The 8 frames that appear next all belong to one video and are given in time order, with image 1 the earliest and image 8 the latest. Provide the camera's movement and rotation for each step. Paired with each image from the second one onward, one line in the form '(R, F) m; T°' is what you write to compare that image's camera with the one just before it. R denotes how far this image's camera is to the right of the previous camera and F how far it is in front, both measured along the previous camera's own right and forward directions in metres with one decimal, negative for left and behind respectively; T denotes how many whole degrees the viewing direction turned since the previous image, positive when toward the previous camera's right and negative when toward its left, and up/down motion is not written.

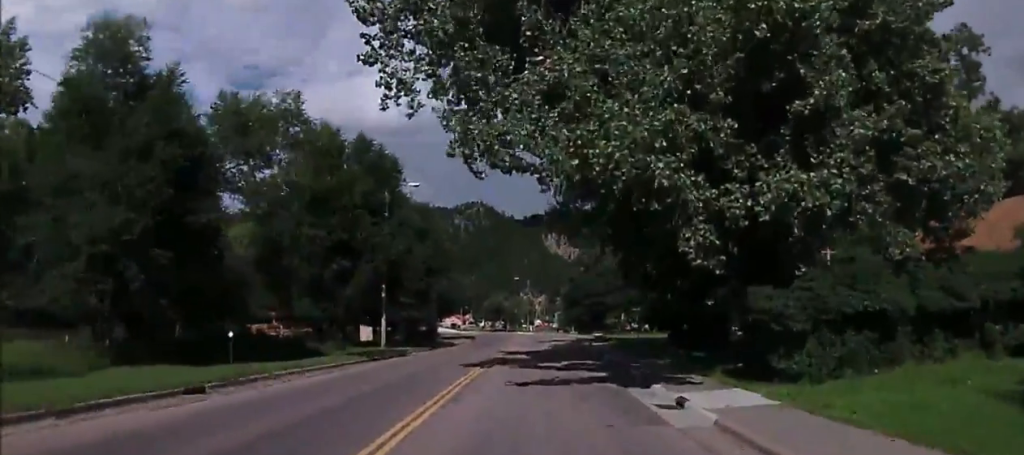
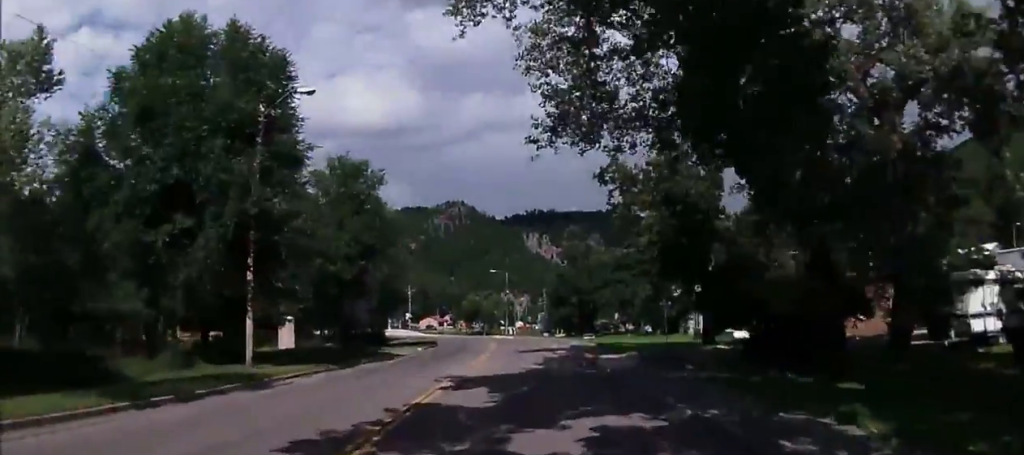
(+0.1, +17.2) m; +1°
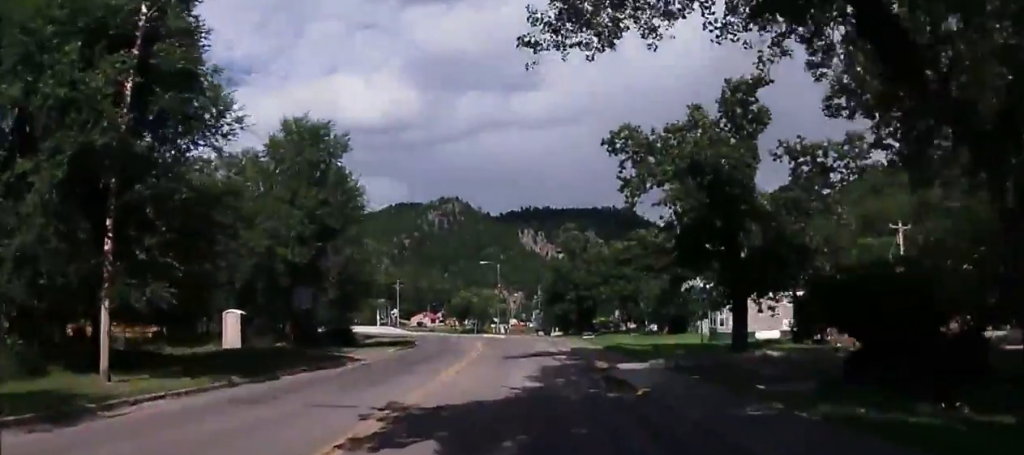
(+0.1, +8.1) m; 0°
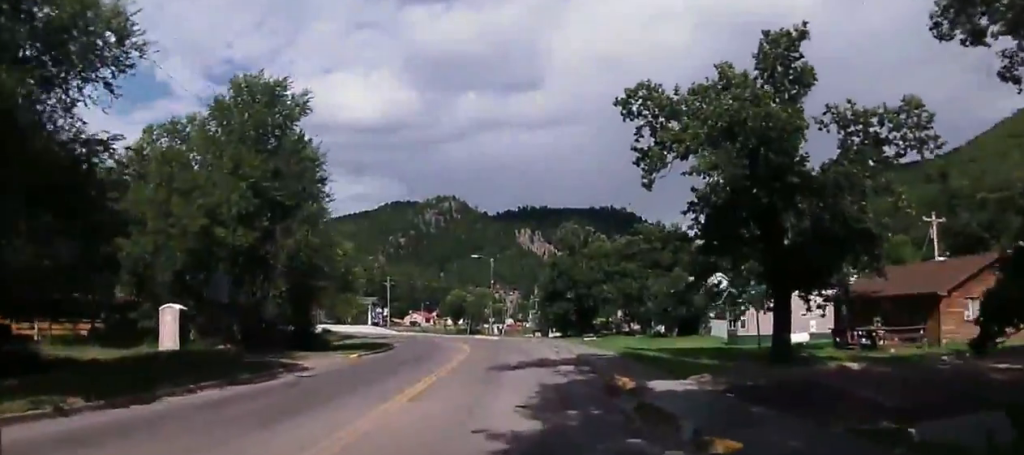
(-0.1, +6.8) m; +1°
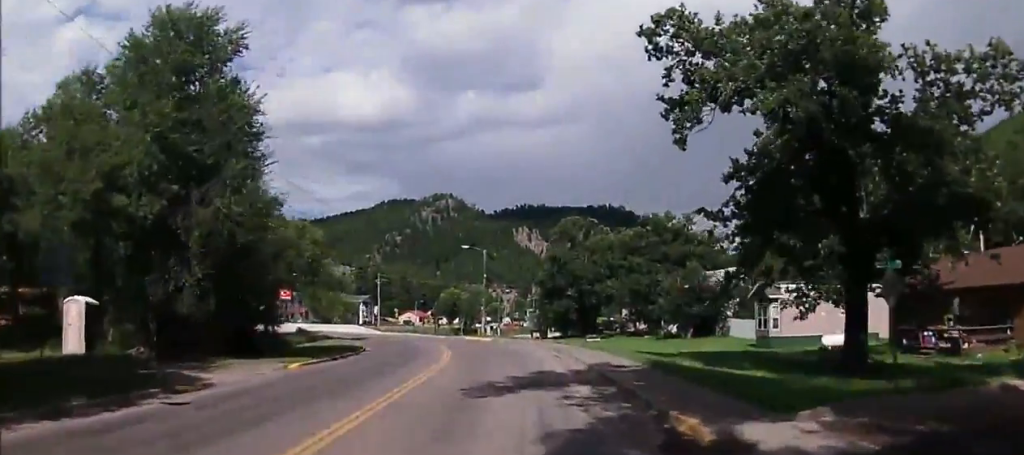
(0.0, +7.5) m; +1°
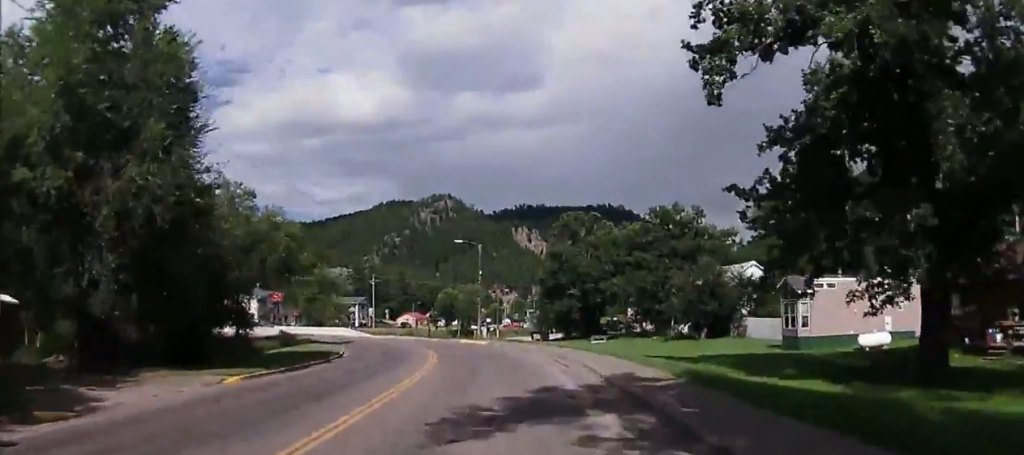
(+0.2, +4.9) m; 0°
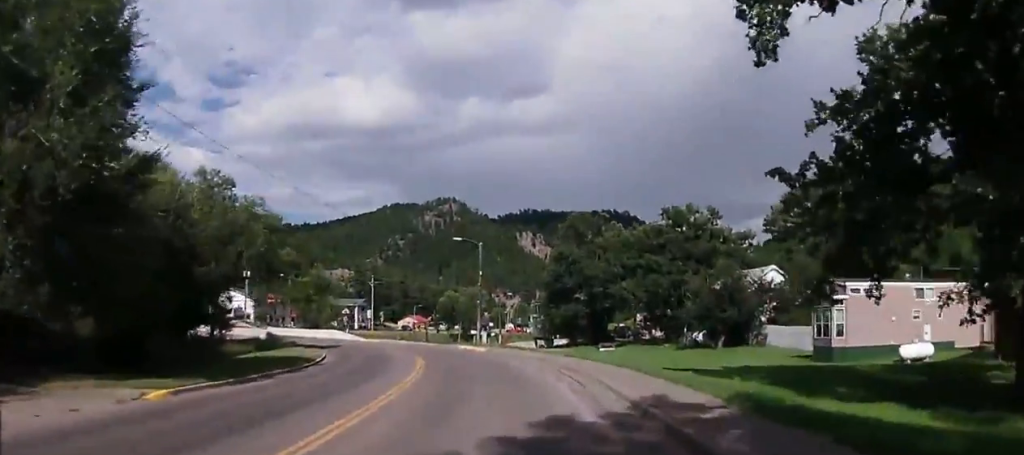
(+0.1, +4.3) m; 0°
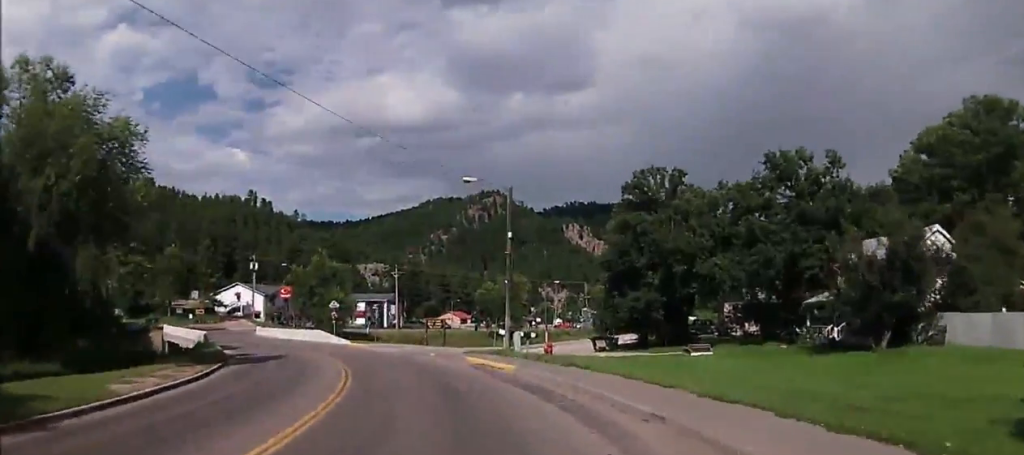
(-0.9, +20.1) m; -7°
